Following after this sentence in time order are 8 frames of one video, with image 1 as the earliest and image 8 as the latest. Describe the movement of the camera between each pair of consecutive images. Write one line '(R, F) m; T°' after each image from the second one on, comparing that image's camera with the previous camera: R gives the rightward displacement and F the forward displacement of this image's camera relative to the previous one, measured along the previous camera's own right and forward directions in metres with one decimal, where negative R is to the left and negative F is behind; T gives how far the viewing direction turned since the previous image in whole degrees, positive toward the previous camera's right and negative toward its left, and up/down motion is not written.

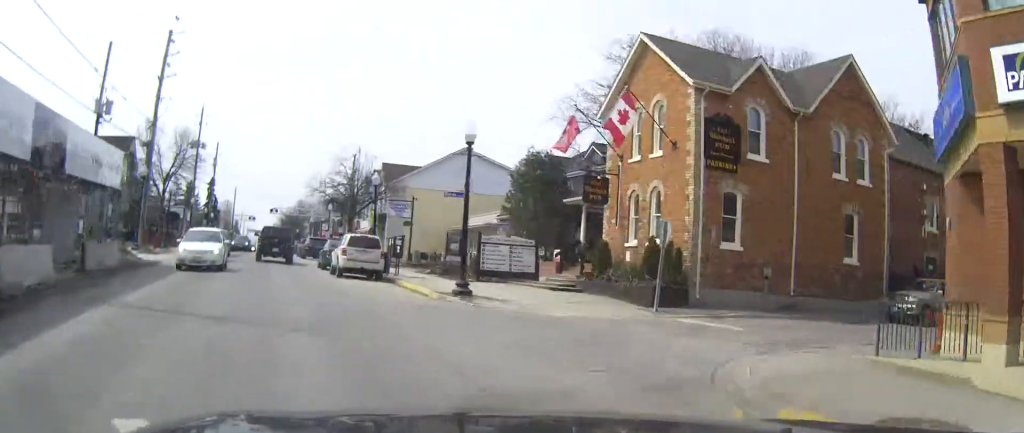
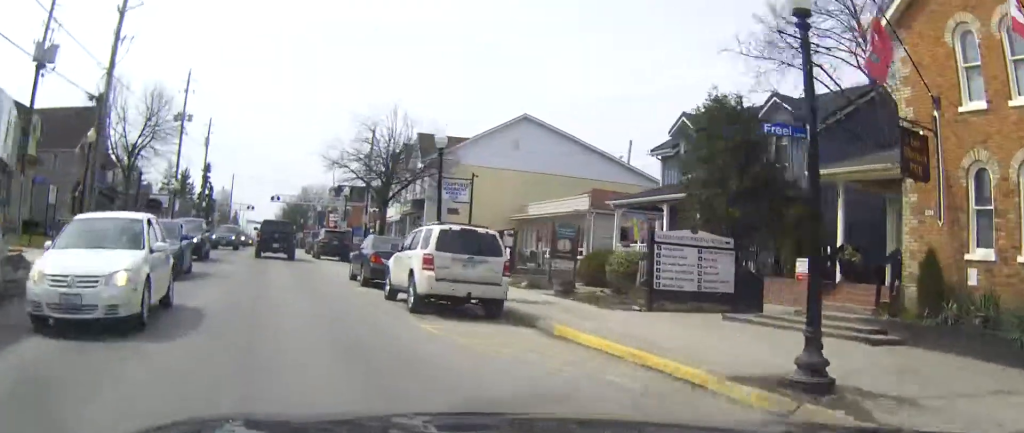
(-0.1, +13.4) m; 0°
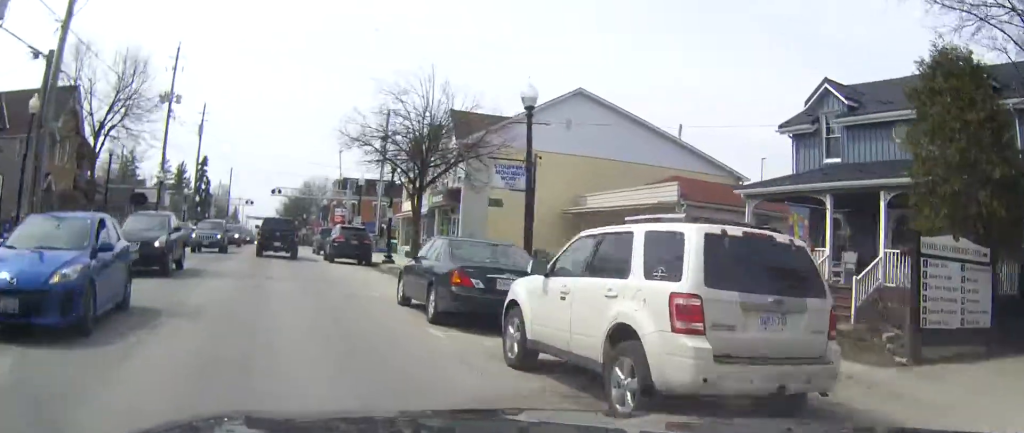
(0.0, +8.4) m; 0°
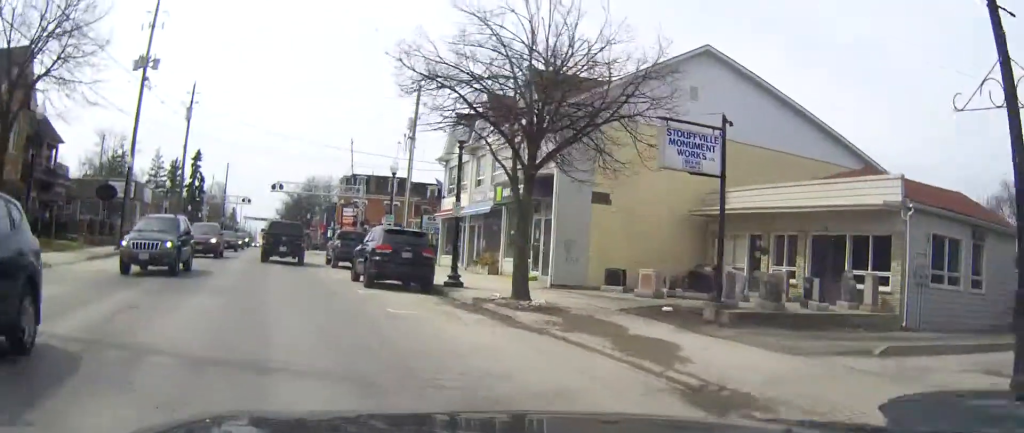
(0.0, +12.8) m; 0°
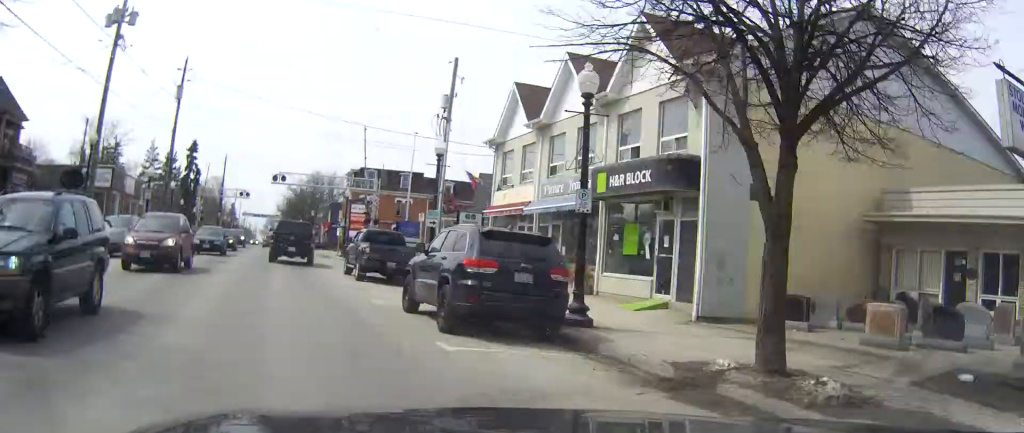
(0.0, +9.6) m; 0°
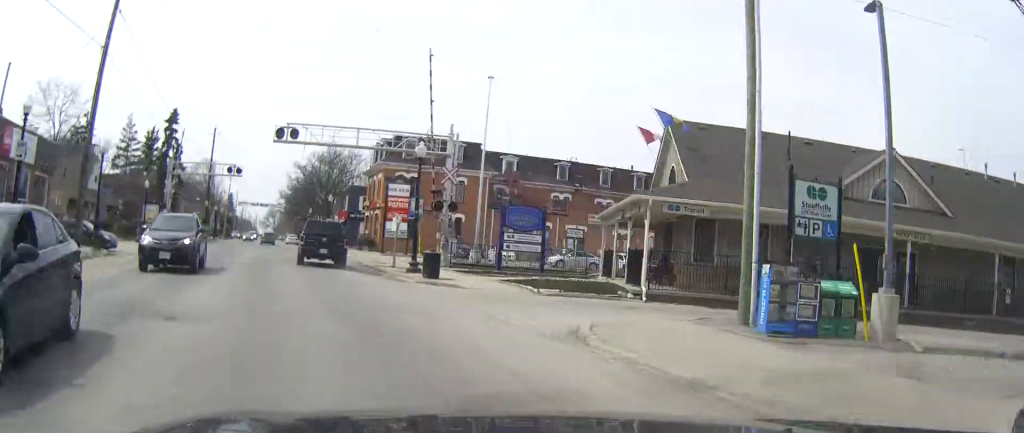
(0.0, +25.9) m; 0°
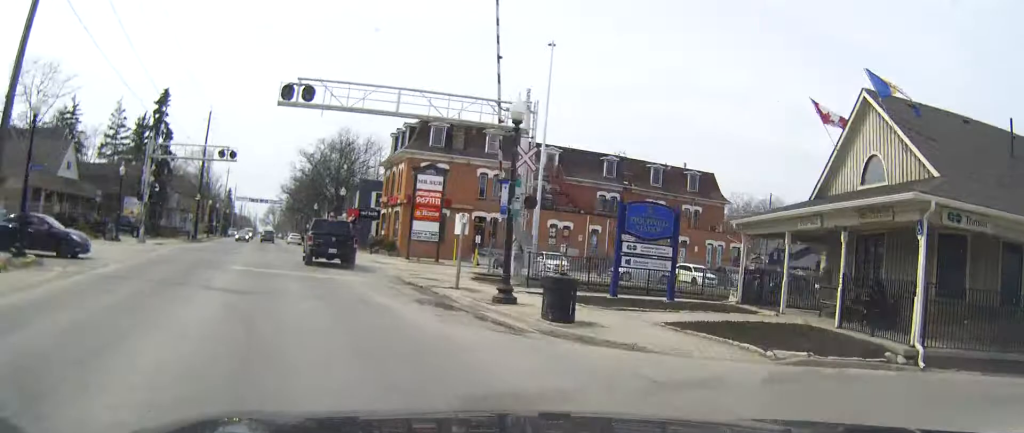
(0.0, +11.0) m; 0°
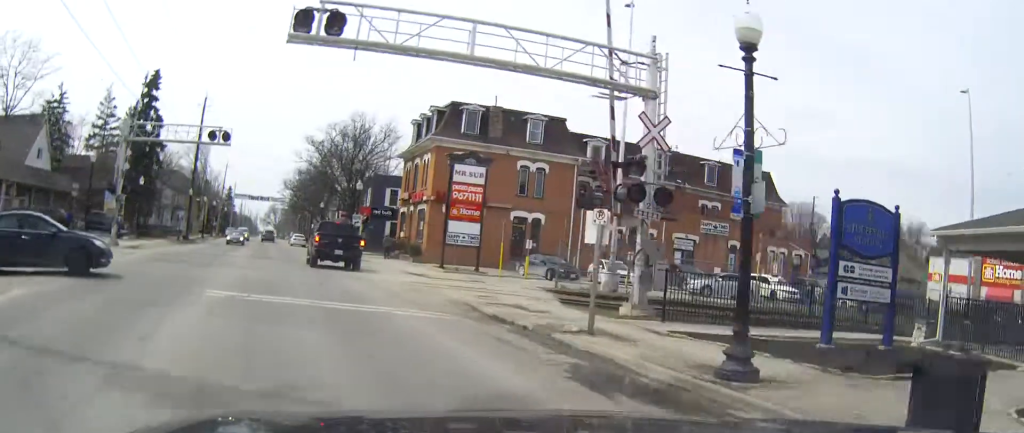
(0.0, +9.3) m; 0°
